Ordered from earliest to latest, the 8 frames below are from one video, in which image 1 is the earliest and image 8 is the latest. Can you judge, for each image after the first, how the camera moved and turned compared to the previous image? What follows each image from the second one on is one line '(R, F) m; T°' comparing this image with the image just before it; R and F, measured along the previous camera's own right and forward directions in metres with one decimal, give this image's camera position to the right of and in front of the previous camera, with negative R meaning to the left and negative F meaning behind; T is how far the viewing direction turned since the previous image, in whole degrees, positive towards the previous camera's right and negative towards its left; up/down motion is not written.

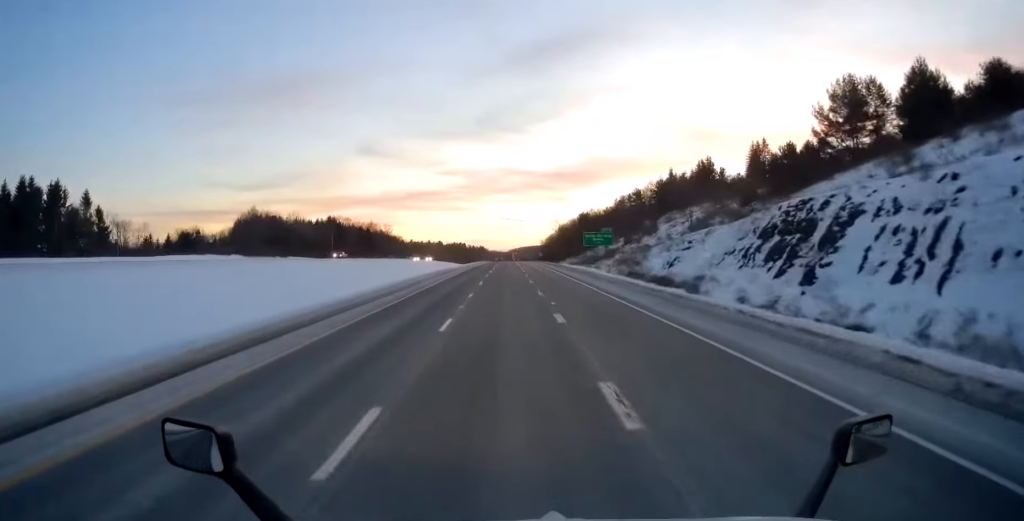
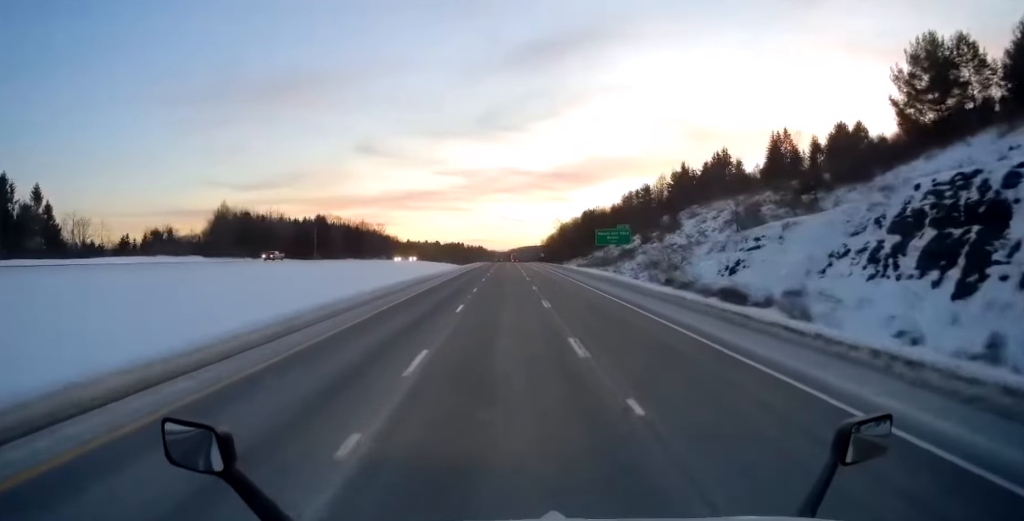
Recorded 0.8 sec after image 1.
(+0.1, +18.6) m; 0°
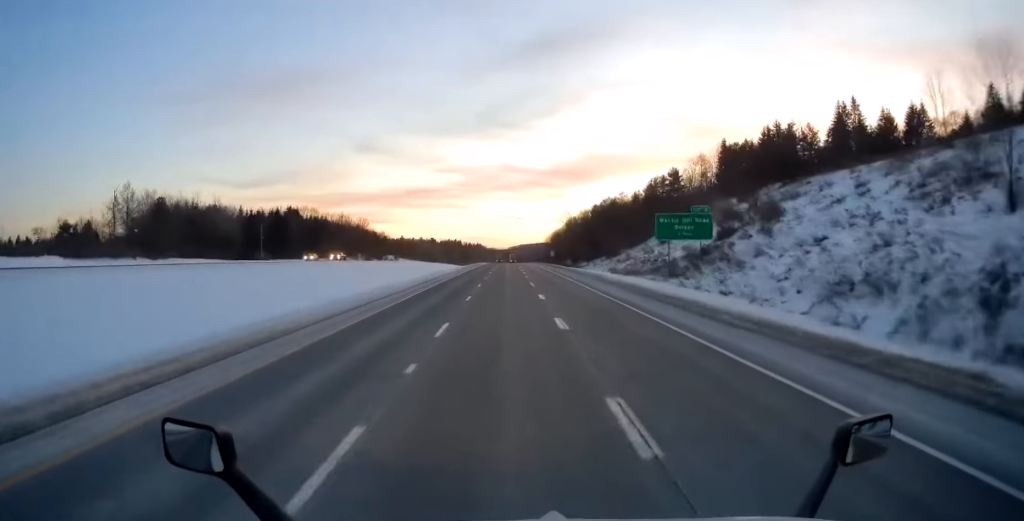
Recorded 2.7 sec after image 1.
(-0.2, +43.2) m; 0°
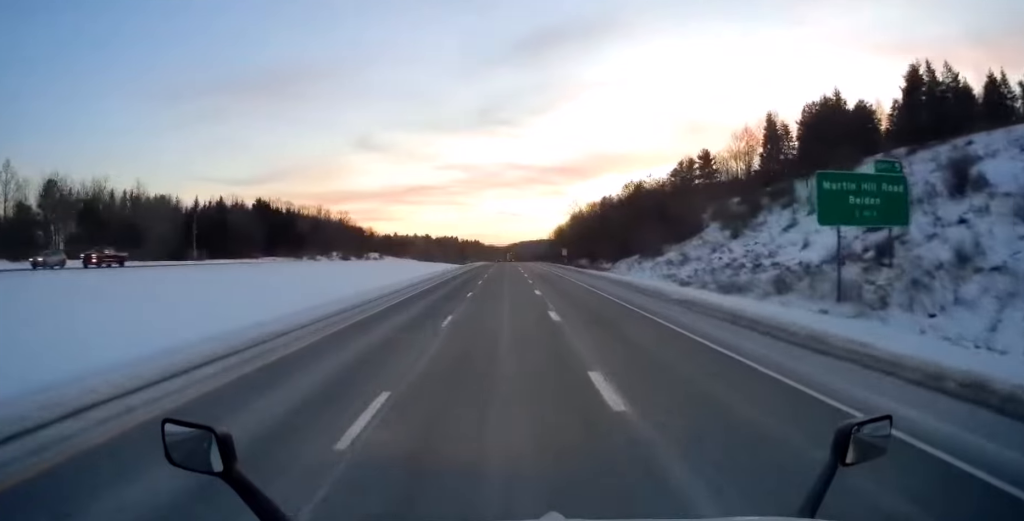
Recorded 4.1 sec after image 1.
(+0.7, +34.0) m; +1°
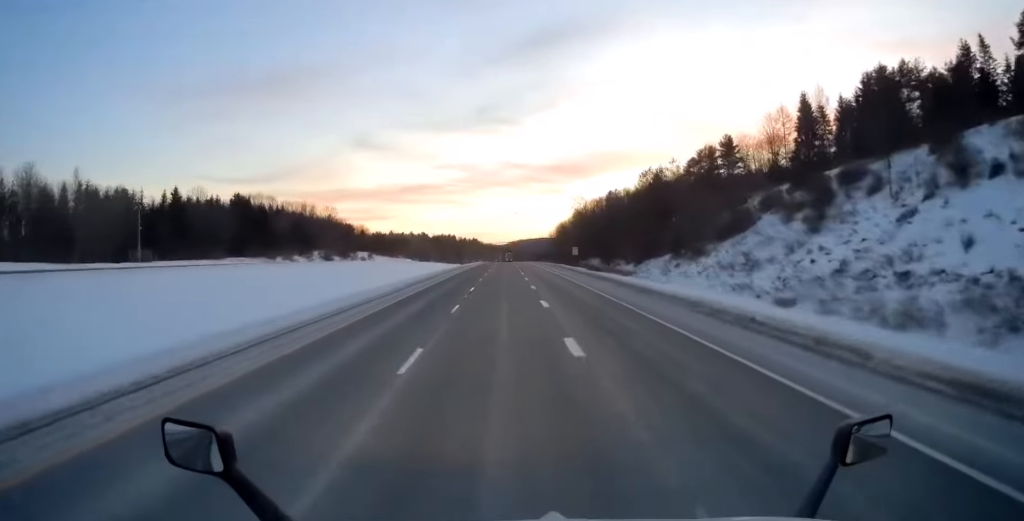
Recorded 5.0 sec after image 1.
(-0.4, +19.6) m; 0°
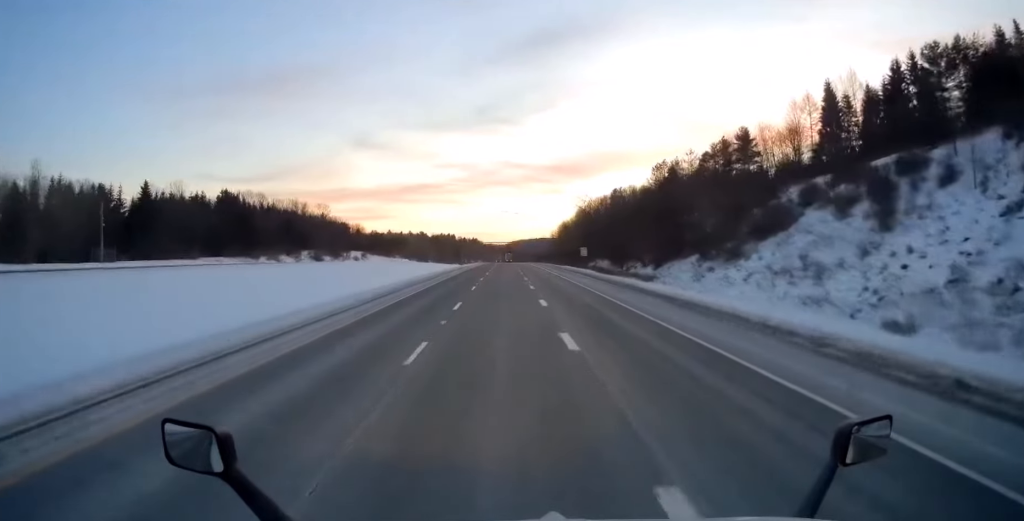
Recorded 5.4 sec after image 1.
(-0.3, +11.0) m; 0°
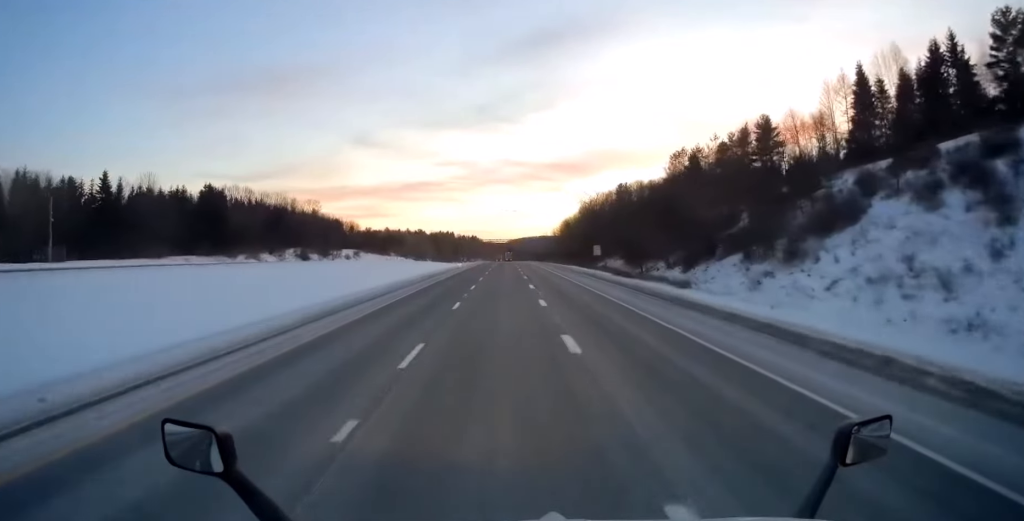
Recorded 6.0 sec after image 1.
(+0.5, +12.6) m; 0°
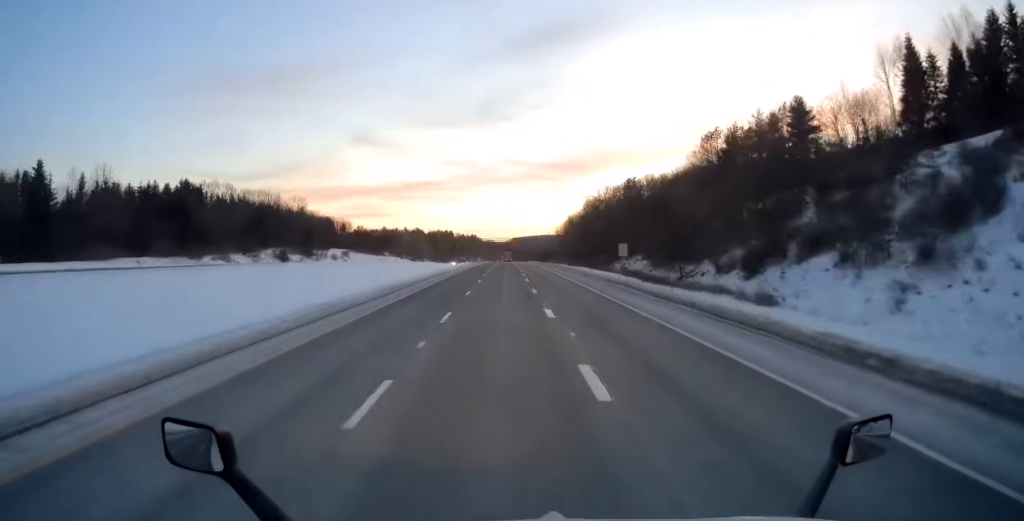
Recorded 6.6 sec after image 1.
(+0.2, +15.8) m; 0°
